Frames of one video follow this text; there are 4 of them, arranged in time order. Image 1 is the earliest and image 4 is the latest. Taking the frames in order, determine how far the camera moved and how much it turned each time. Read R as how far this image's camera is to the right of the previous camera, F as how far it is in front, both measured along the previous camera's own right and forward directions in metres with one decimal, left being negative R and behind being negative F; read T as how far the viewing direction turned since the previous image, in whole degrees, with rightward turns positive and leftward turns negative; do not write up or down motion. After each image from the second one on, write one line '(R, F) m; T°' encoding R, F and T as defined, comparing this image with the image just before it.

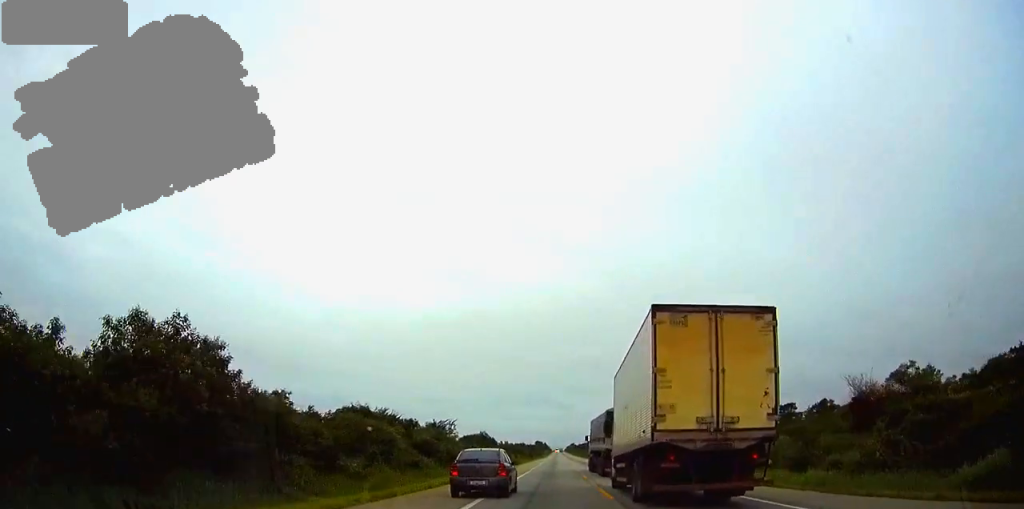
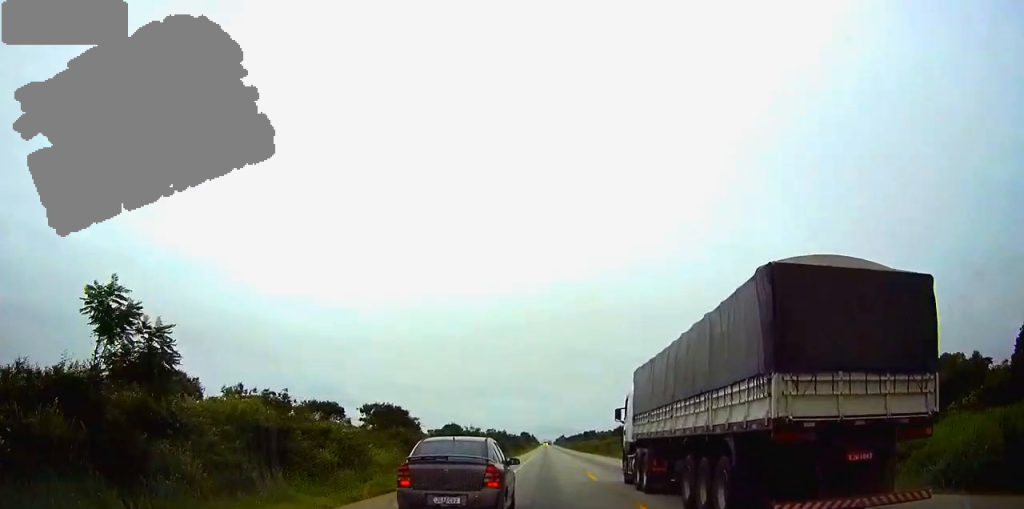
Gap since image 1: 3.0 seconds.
(+1.1, +87.3) m; +1°
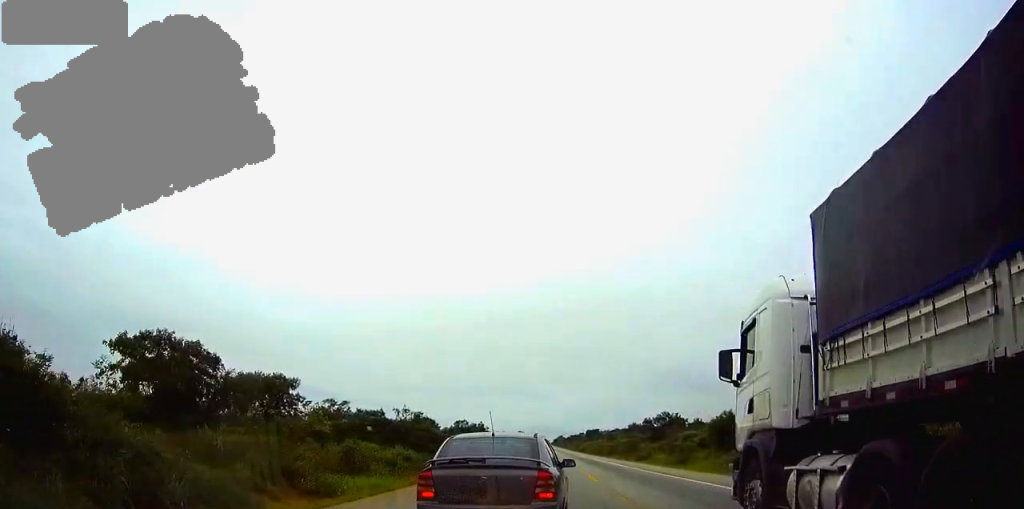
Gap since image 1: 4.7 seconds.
(+0.3, +48.1) m; +1°
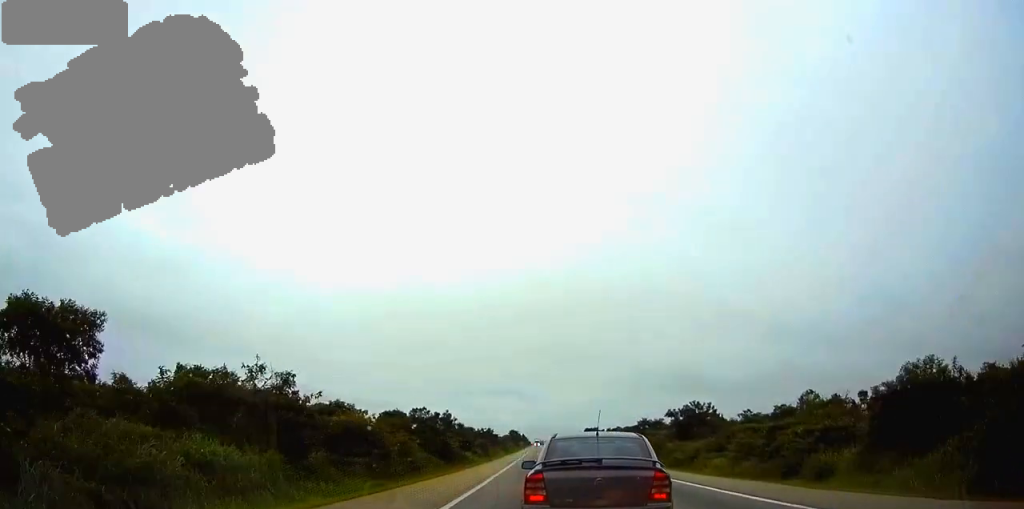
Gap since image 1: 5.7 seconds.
(+0.1, +29.3) m; +1°
